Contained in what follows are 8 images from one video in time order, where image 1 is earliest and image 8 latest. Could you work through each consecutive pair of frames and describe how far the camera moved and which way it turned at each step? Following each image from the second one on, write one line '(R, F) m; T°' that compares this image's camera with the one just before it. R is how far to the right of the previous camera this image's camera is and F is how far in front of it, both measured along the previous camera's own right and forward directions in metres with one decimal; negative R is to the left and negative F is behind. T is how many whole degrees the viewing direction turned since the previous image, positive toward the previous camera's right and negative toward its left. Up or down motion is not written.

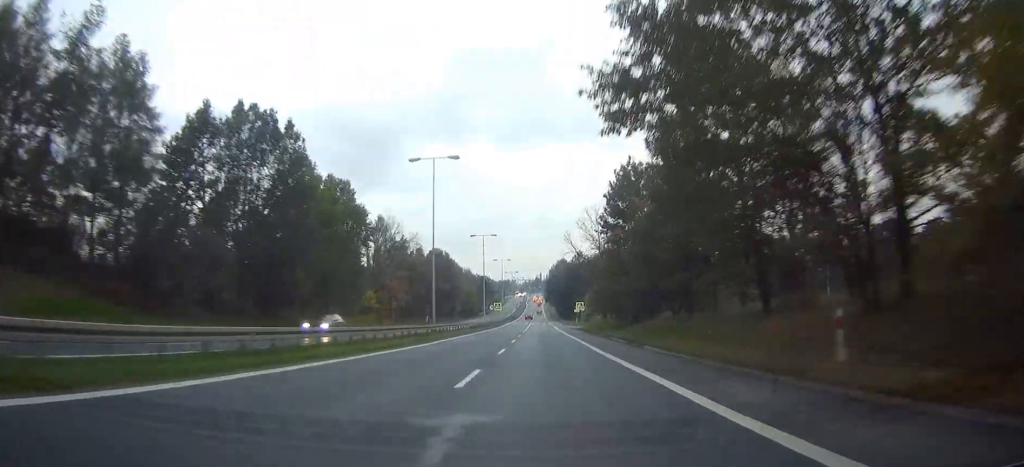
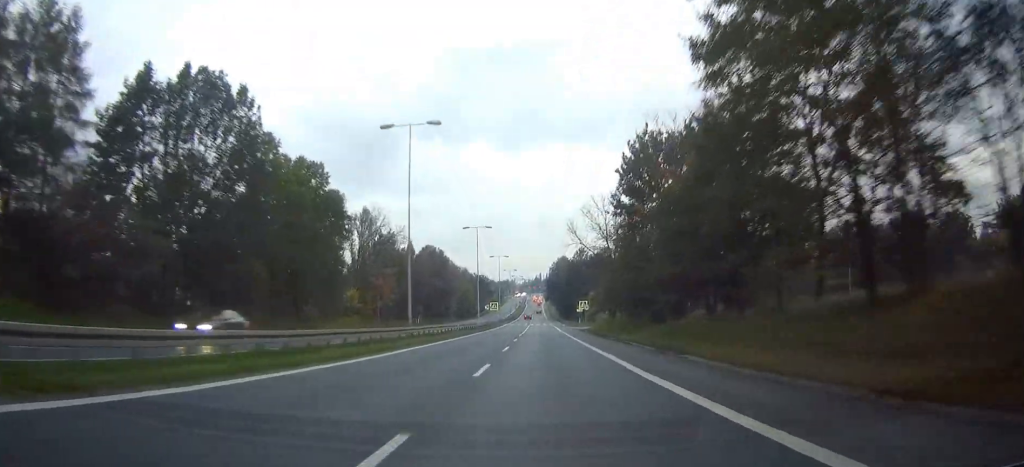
(0.0, +9.0) m; 0°
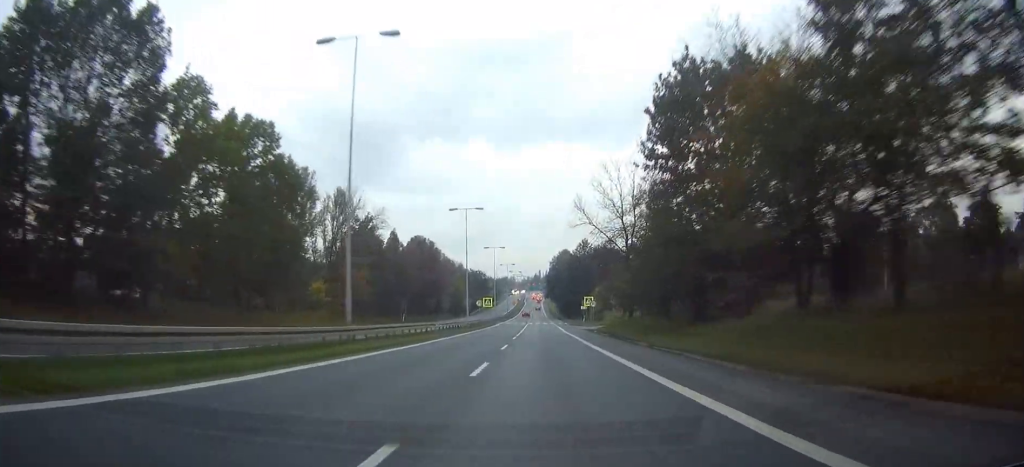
(0.0, +12.7) m; 0°
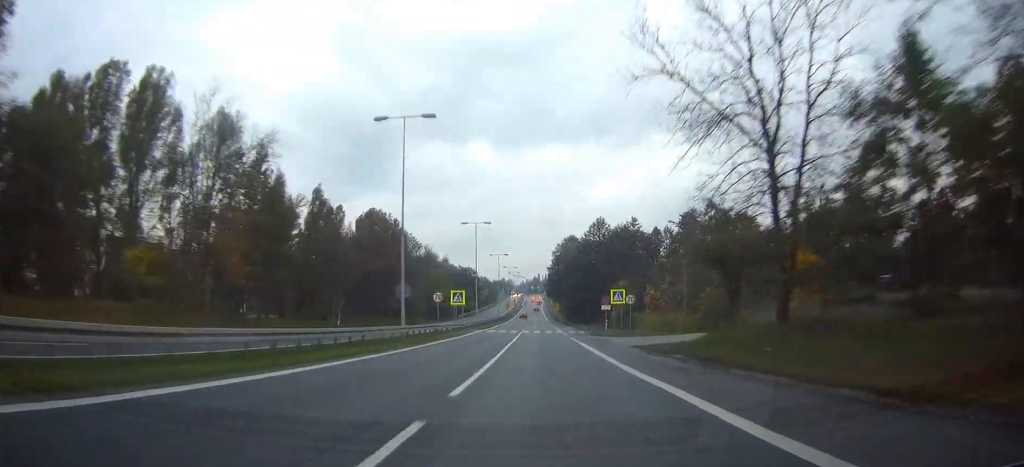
(0.0, +33.7) m; 0°
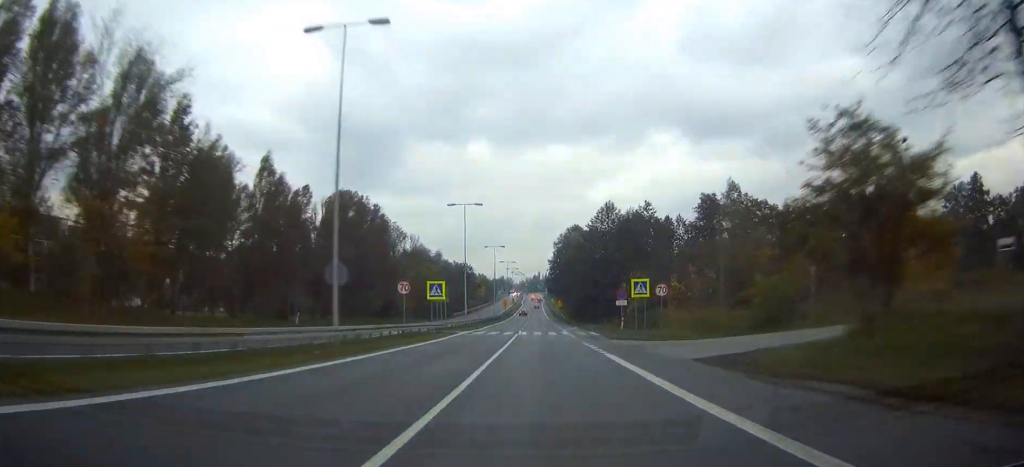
(0.0, +12.8) m; 0°
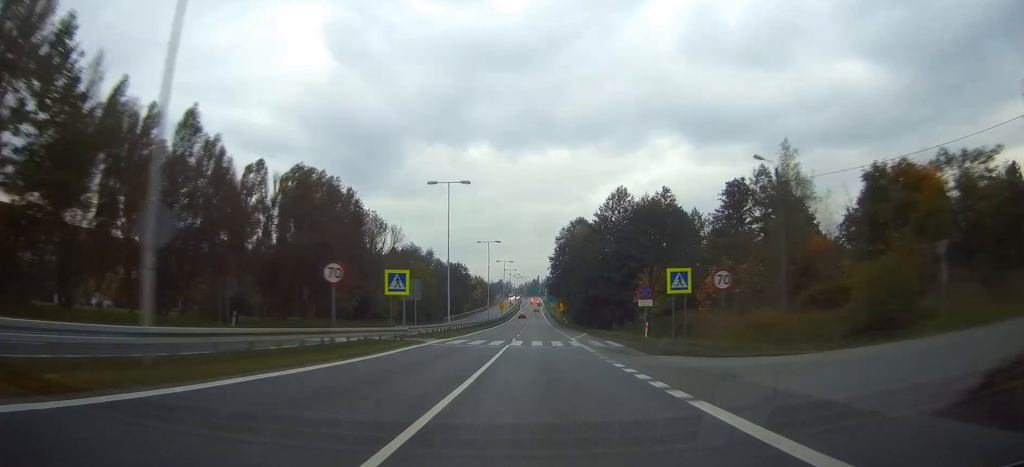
(0.0, +12.9) m; 0°
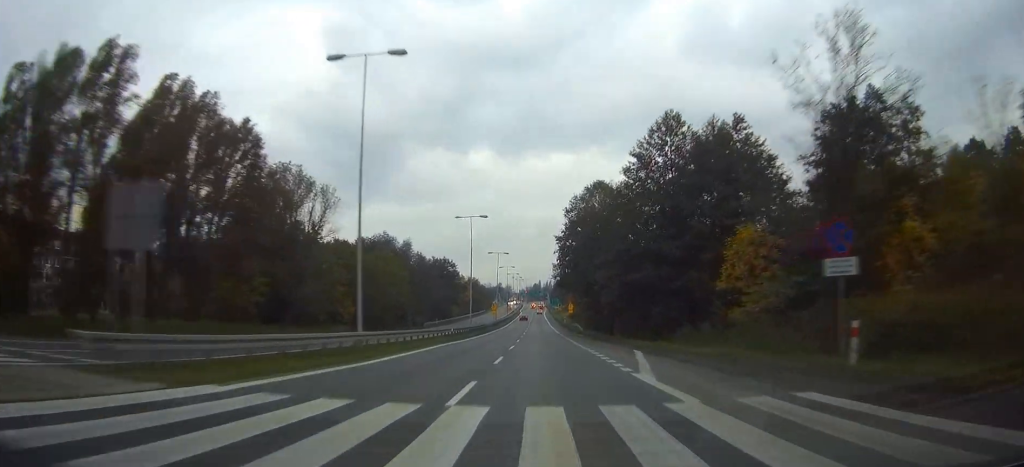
(-0.1, +29.2) m; 0°
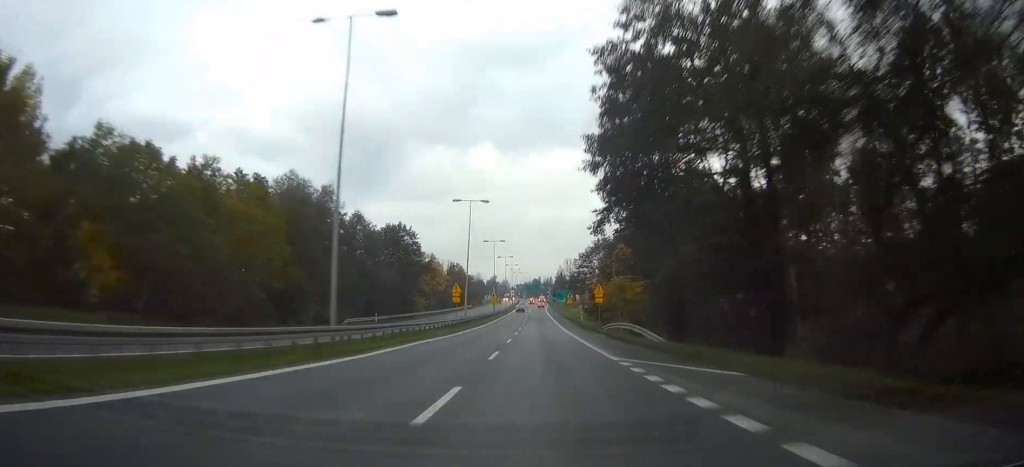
(-0.1, +48.6) m; 0°
